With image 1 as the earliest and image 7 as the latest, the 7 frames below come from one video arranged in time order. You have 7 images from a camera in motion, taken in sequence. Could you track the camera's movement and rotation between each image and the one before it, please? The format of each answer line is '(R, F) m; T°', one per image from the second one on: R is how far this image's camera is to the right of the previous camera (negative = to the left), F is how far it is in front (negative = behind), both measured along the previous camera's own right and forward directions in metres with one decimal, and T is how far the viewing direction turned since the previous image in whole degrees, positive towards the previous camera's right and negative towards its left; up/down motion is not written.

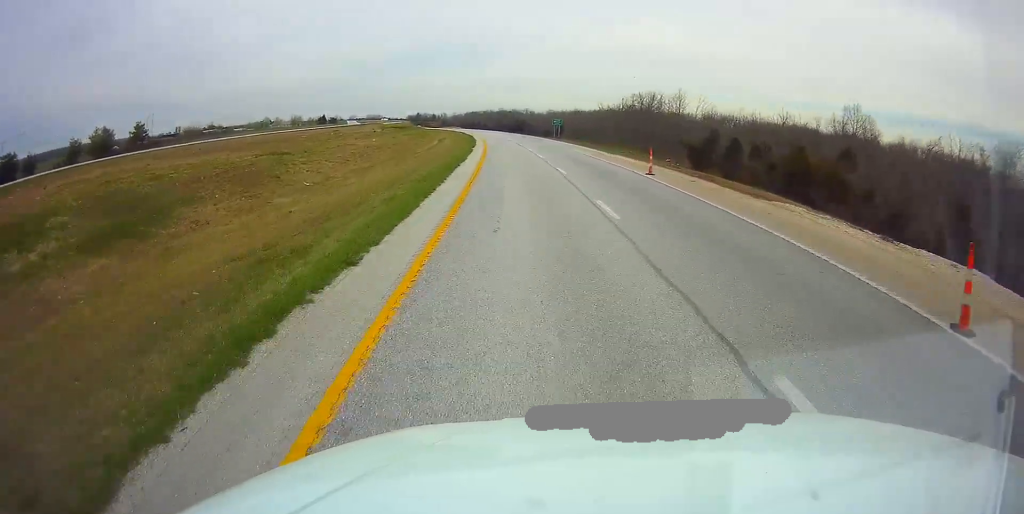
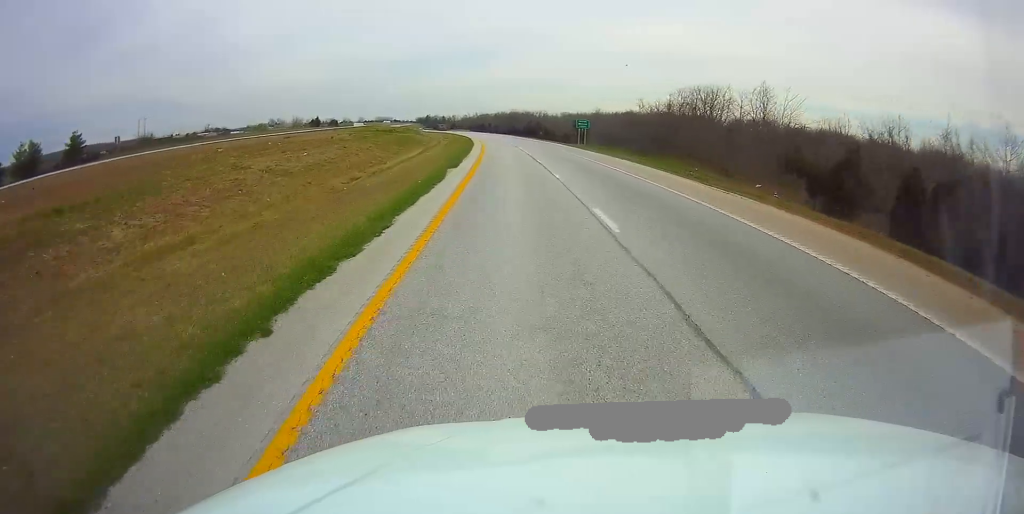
(-0.3, +25.4) m; -1°
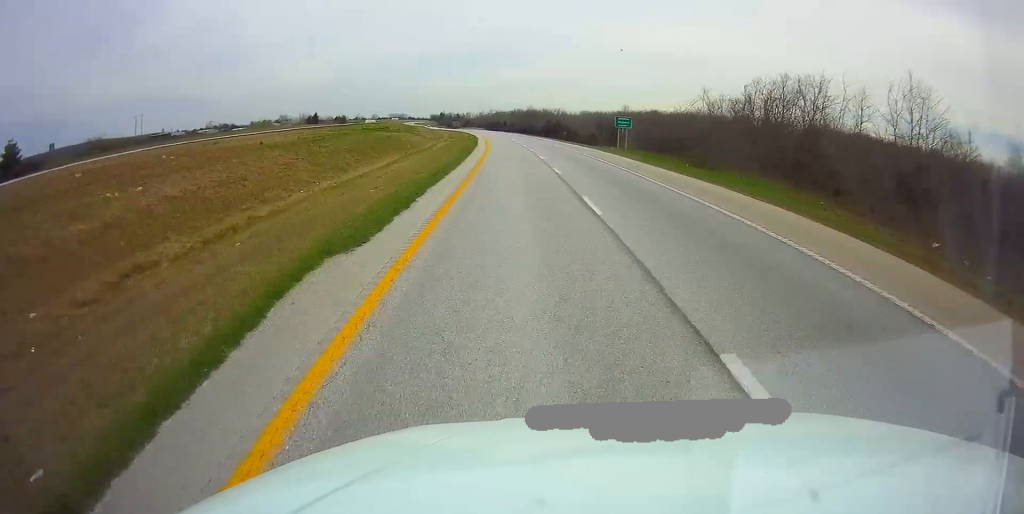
(-0.2, +21.9) m; -1°
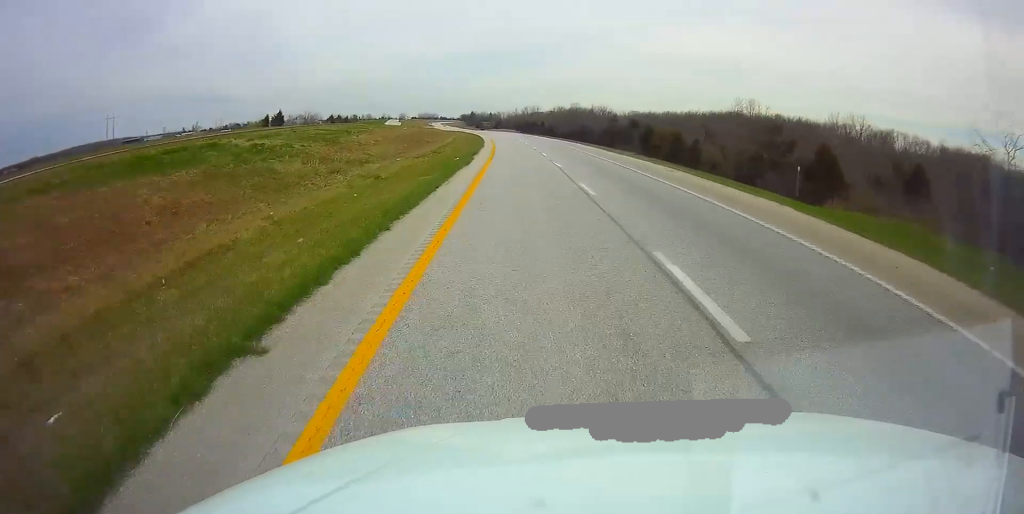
(-1.9, +67.6) m; -3°
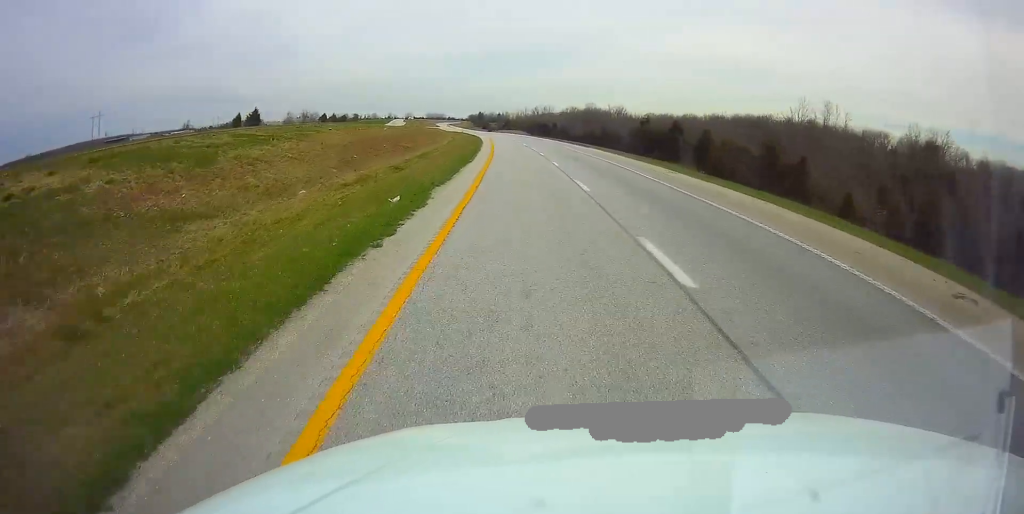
(-0.2, +22.3) m; -1°
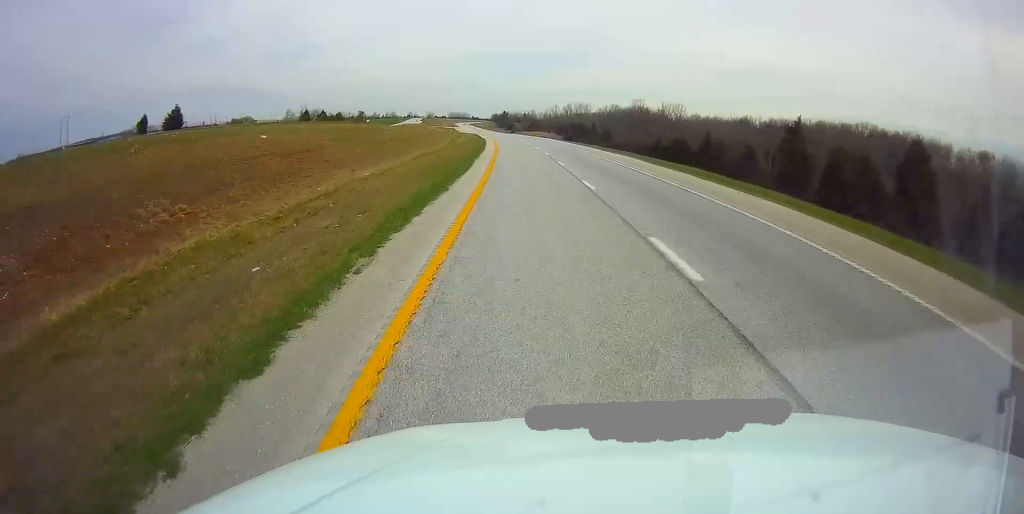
(-1.1, +47.9) m; -2°
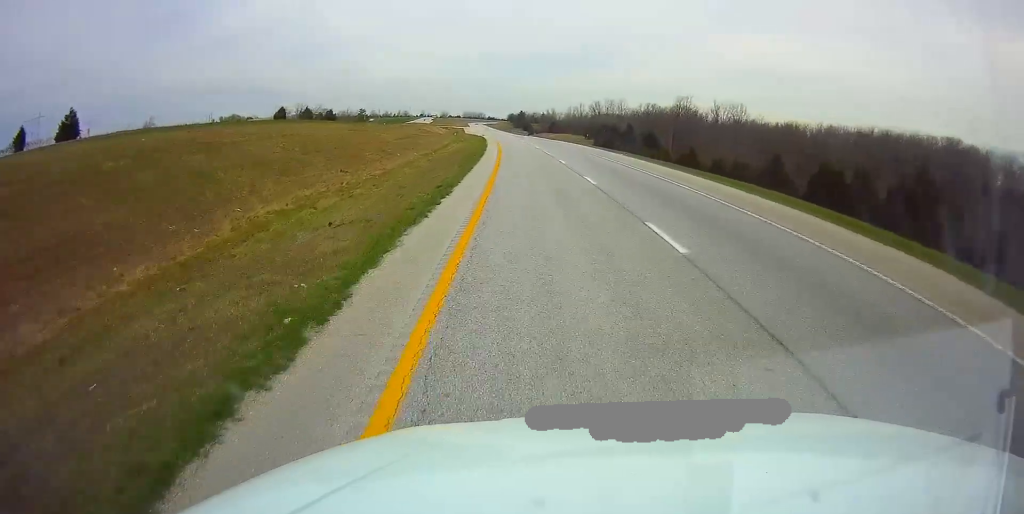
(-0.4, +34.4) m; -1°
